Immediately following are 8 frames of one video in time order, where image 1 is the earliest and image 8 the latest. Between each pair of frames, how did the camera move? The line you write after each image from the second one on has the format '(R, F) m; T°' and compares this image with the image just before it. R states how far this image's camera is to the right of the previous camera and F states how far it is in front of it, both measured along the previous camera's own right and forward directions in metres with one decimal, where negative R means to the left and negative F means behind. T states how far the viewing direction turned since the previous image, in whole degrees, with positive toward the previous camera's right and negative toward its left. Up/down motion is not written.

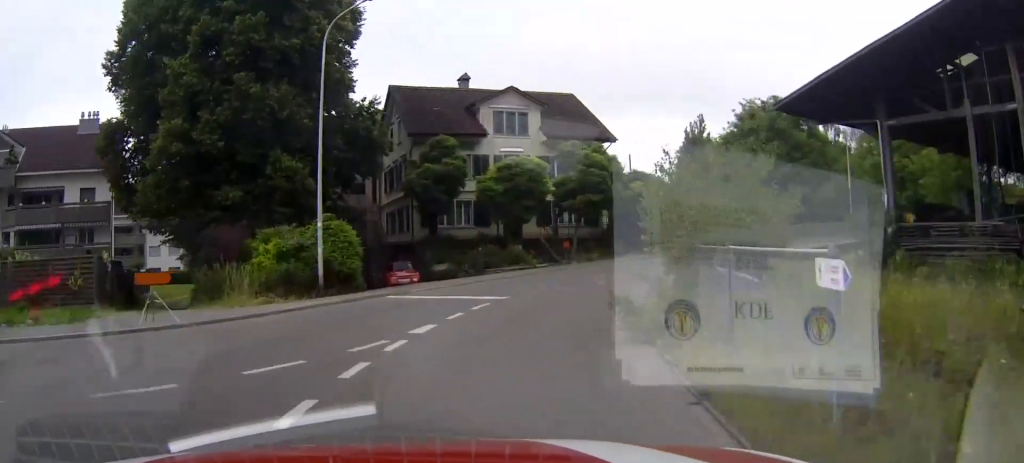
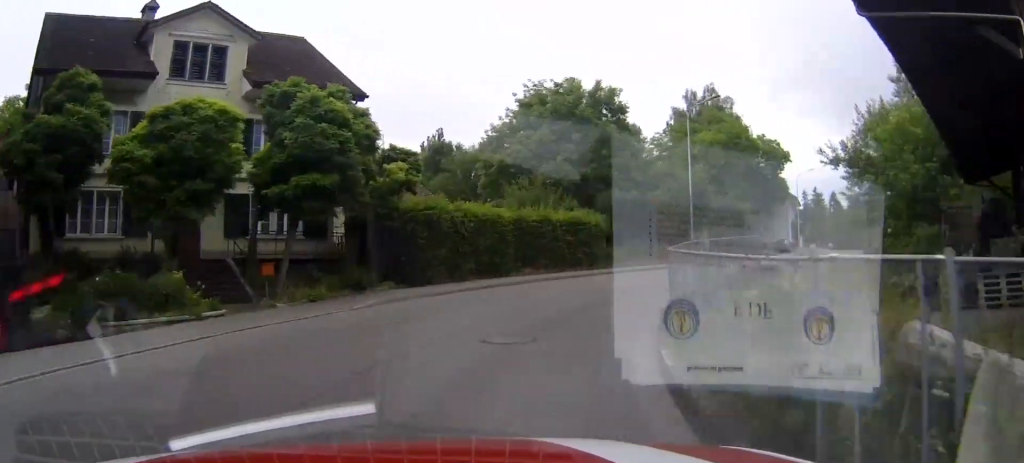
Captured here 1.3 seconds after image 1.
(+0.2, +16.7) m; +16°
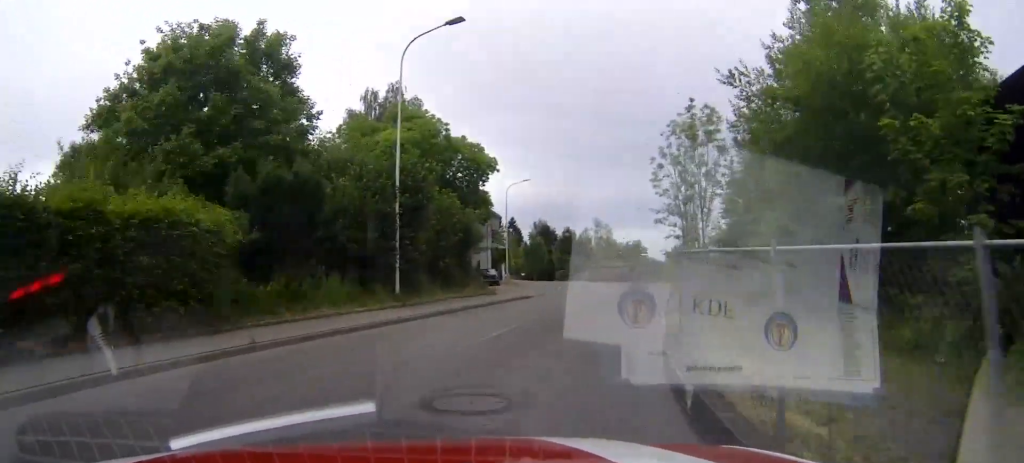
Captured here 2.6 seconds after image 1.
(+6.0, +15.7) m; +33°
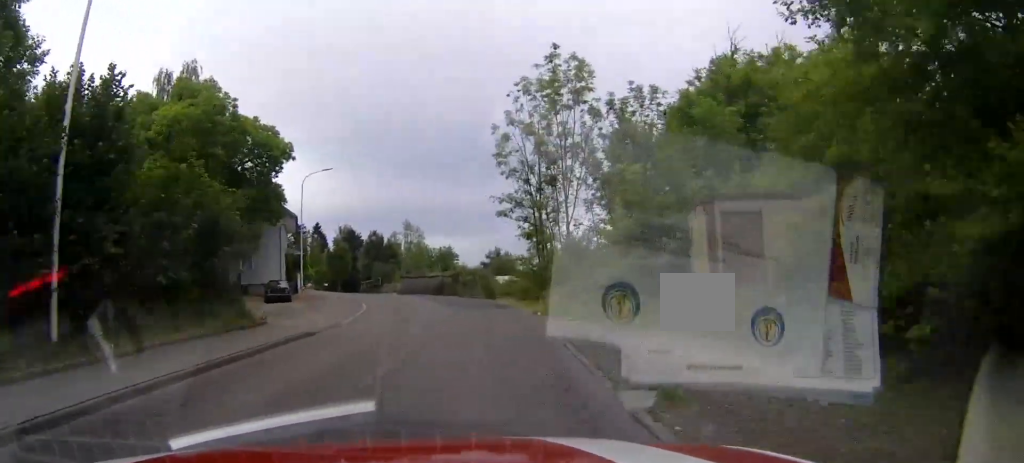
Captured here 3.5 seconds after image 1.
(+1.5, +11.3) m; +11°
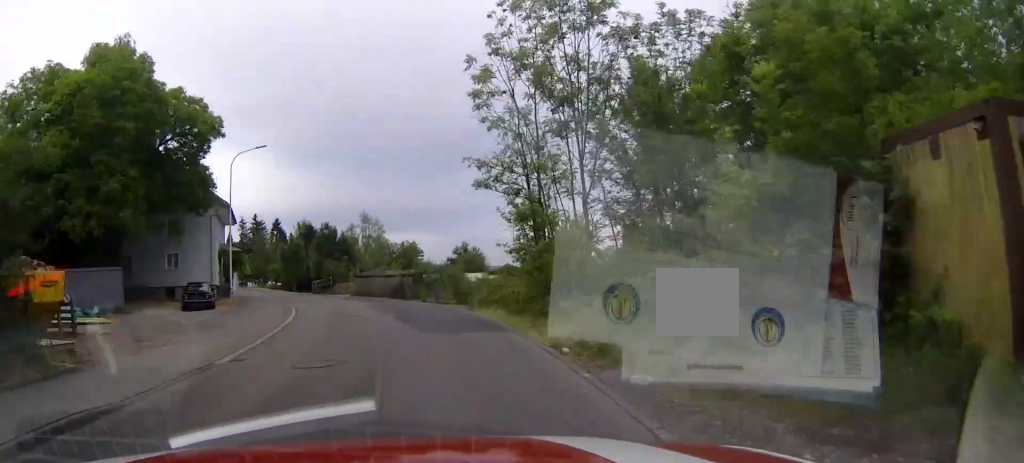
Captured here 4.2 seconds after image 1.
(+0.5, +9.0) m; +2°
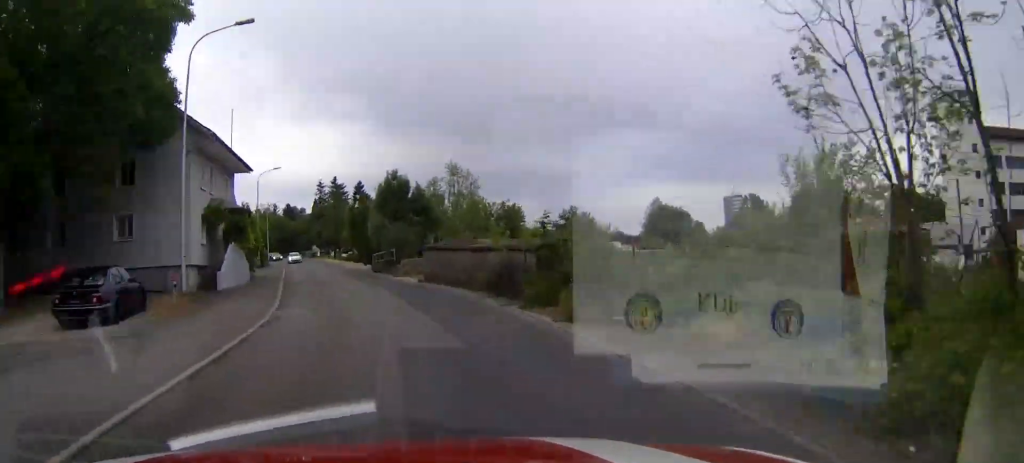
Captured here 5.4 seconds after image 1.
(+0.2, +18.0) m; 0°
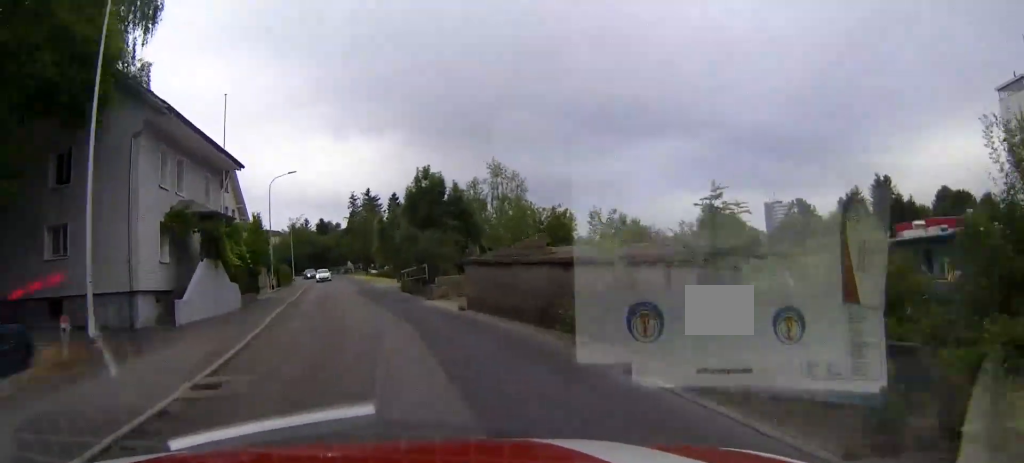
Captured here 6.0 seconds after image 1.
(+0.1, +8.2) m; -2°
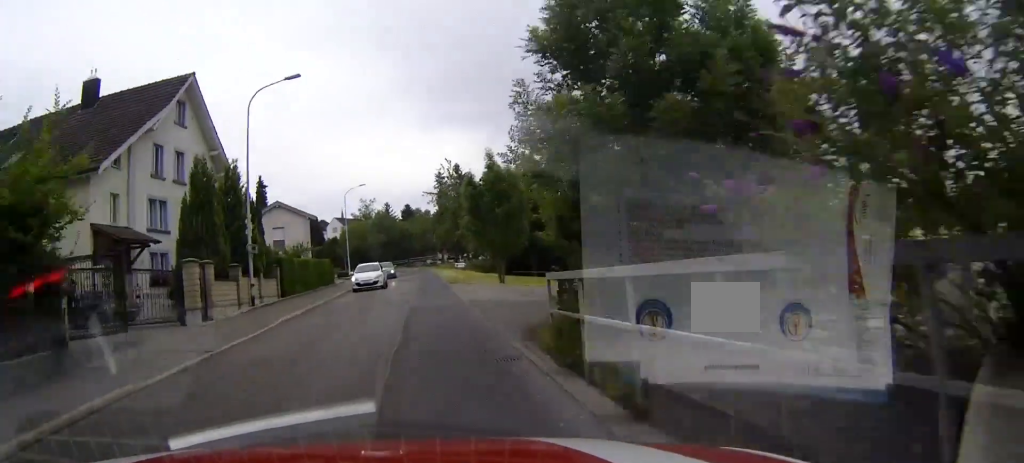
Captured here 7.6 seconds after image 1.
(-2.2, +26.1) m; -10°
